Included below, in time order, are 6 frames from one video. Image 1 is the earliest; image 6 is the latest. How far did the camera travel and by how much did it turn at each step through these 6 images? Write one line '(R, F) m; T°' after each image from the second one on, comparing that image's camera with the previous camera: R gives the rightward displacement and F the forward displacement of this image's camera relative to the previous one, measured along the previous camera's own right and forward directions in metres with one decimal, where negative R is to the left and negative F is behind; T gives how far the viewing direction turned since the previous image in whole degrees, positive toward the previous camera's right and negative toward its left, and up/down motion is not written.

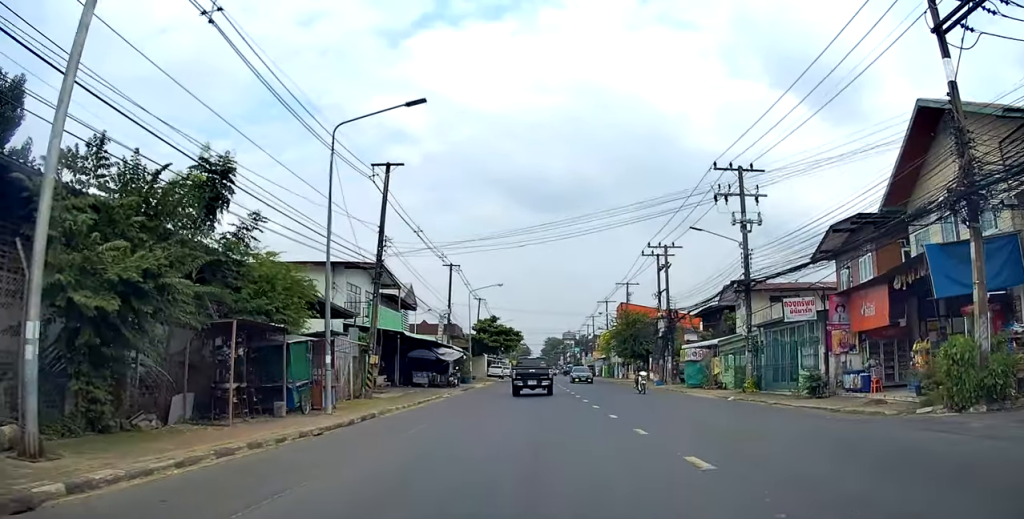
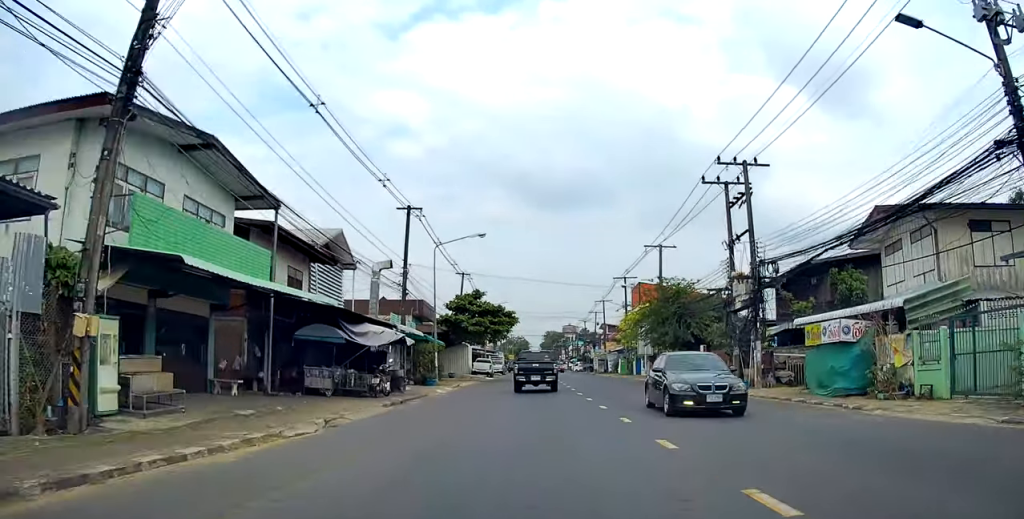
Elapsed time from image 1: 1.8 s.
(-0.1, +19.4) m; 0°
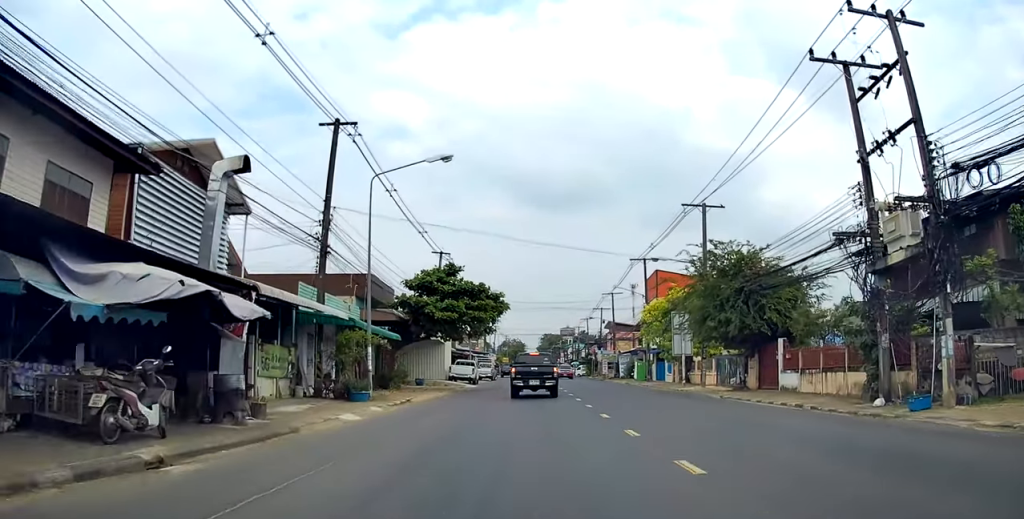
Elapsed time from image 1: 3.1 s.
(0.0, +14.3) m; 0°
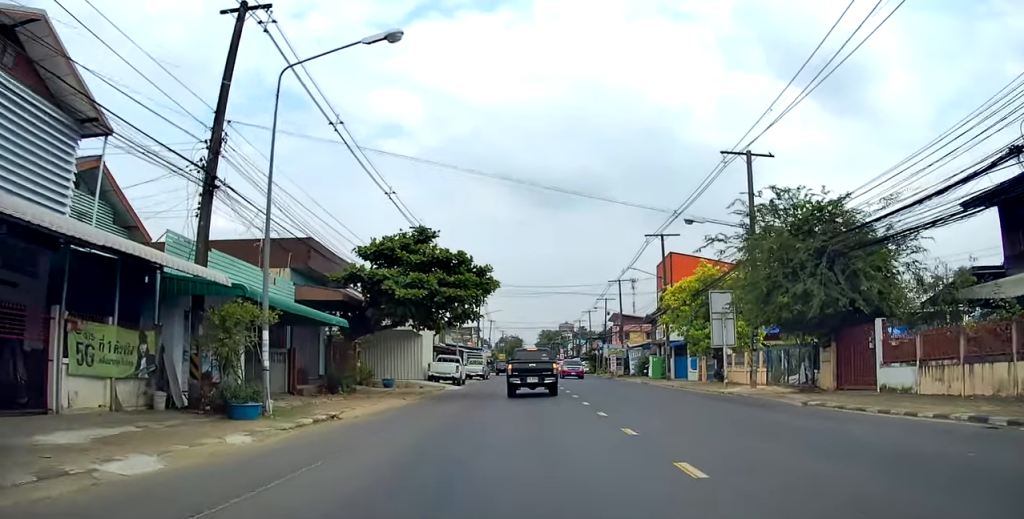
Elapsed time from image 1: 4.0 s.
(-0.1, +8.8) m; +1°
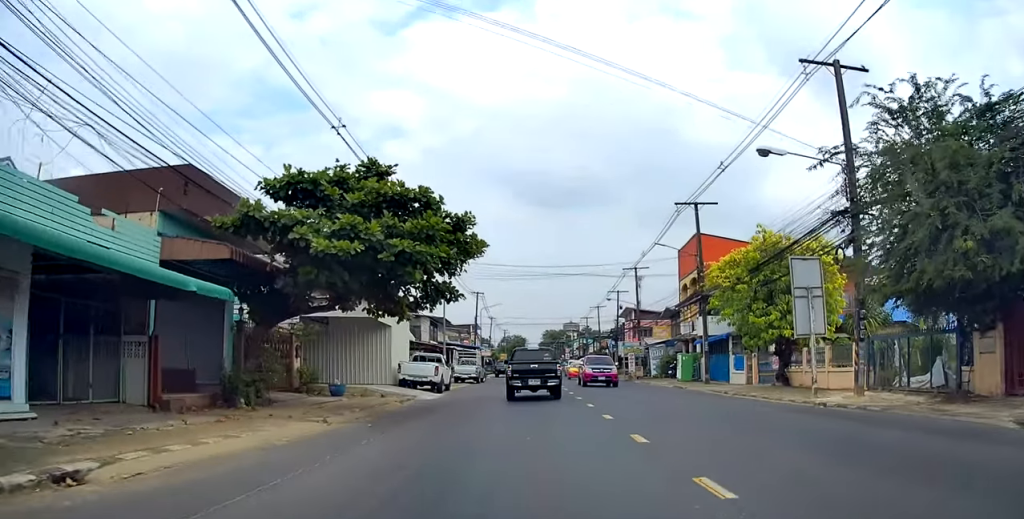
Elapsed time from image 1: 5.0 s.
(+0.2, +9.2) m; 0°
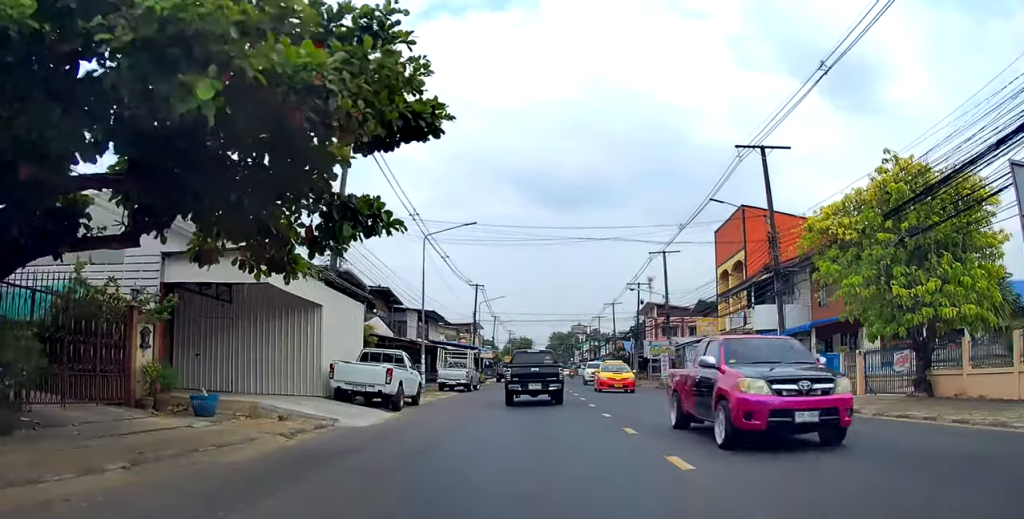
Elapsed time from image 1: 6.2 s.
(-0.1, +10.6) m; -1°
